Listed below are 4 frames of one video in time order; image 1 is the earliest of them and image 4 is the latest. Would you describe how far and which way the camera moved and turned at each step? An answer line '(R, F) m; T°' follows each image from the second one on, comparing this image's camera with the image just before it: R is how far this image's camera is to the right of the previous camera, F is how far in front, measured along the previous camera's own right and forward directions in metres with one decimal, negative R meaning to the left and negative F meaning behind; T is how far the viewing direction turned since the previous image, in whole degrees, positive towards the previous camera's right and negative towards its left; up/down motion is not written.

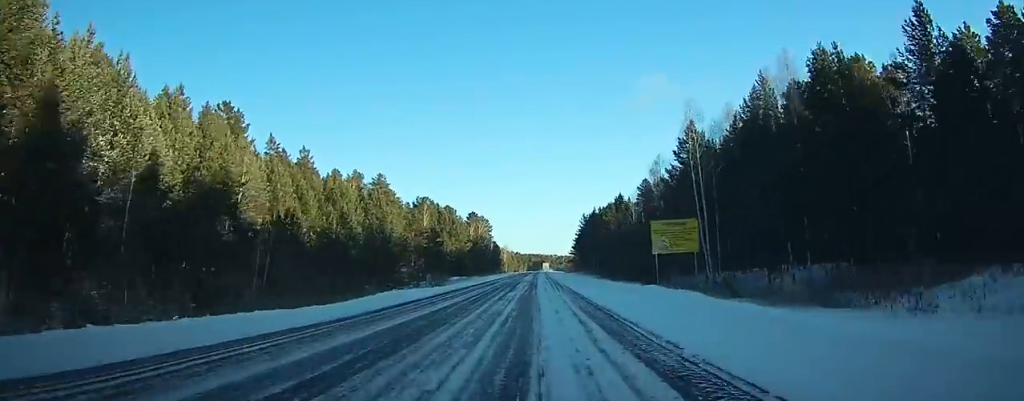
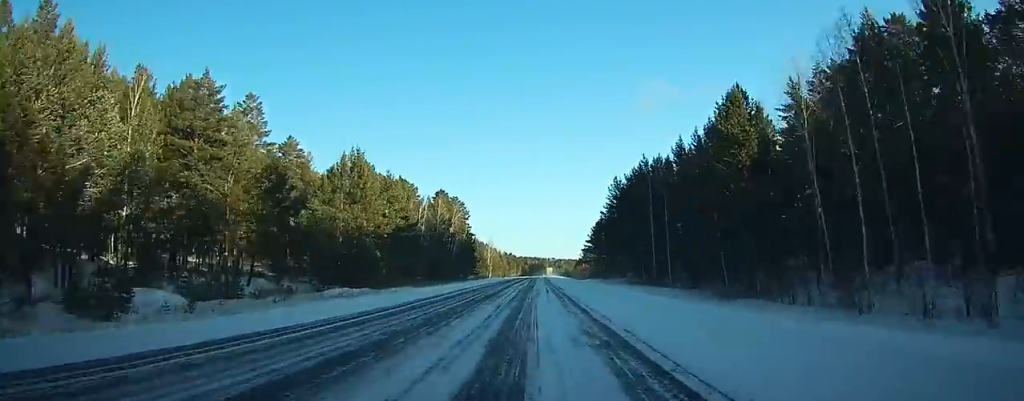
(+0.8, +72.1) m; 0°
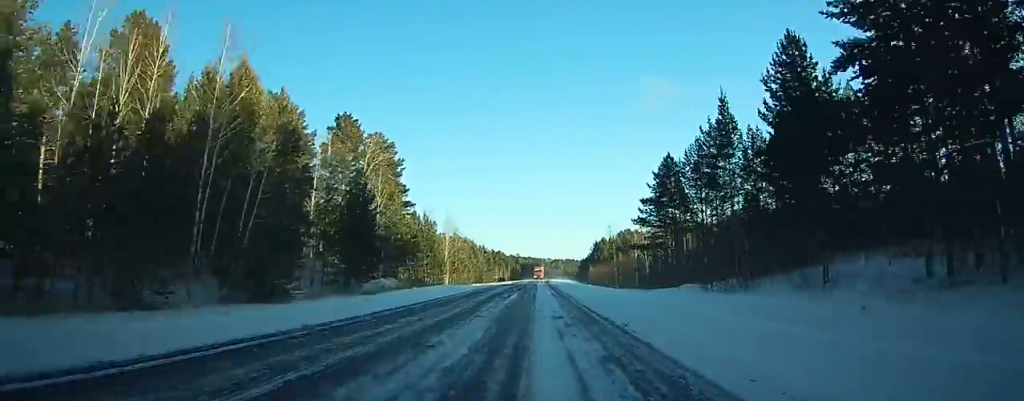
(-1.0, +79.1) m; -1°
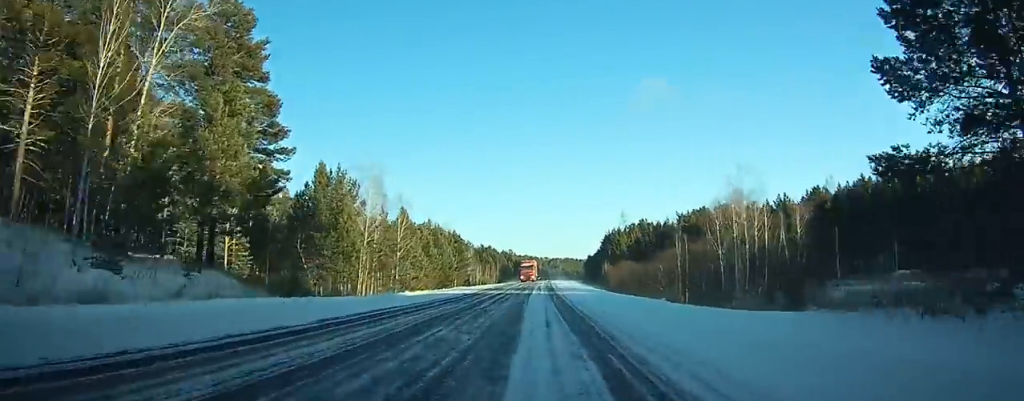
(+0.2, +47.1) m; 0°
